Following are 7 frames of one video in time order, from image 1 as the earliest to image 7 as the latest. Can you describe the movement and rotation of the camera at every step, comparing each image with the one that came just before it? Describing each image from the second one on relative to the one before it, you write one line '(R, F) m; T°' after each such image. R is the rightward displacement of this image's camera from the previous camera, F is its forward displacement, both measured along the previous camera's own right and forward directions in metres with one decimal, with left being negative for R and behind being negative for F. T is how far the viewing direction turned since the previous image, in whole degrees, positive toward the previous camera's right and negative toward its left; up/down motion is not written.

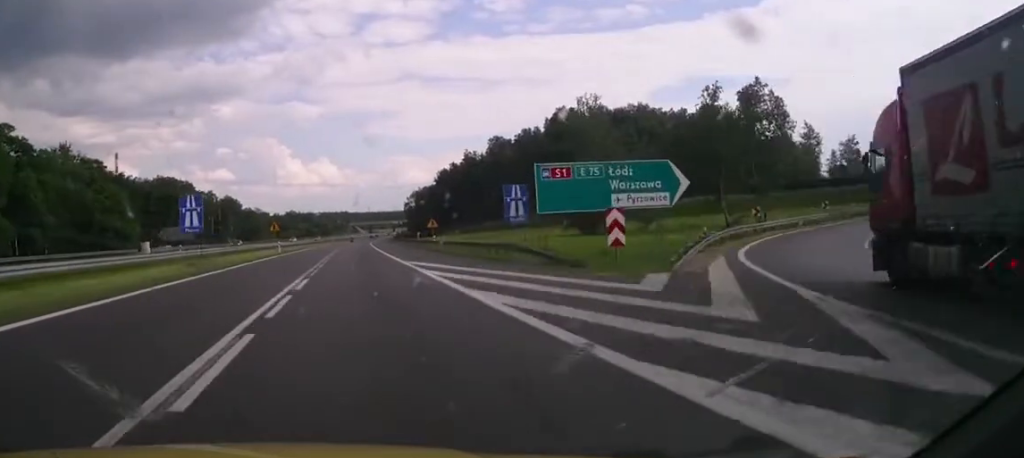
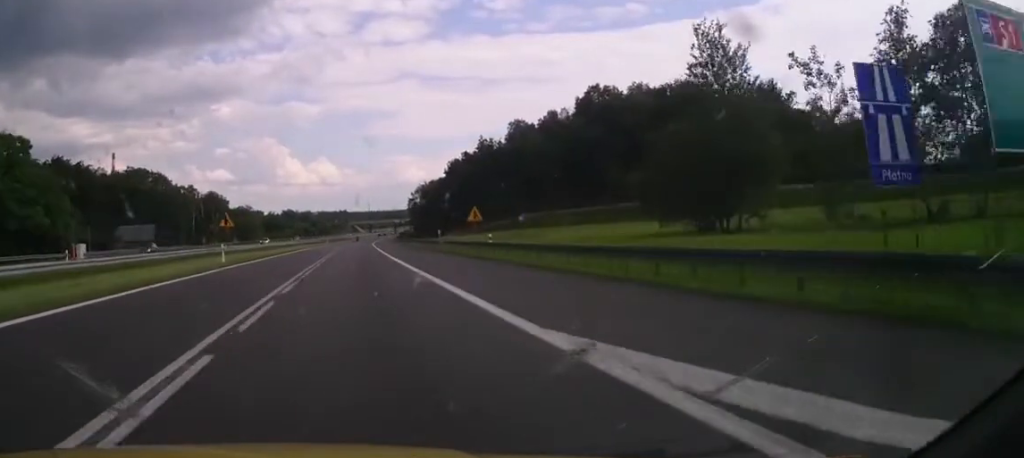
(+0.3, +25.4) m; +2°
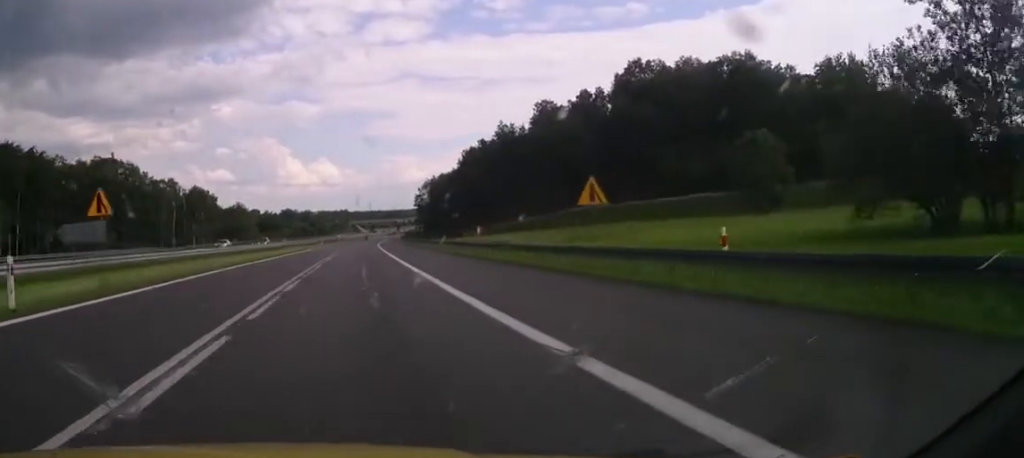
(+0.4, +22.5) m; 0°
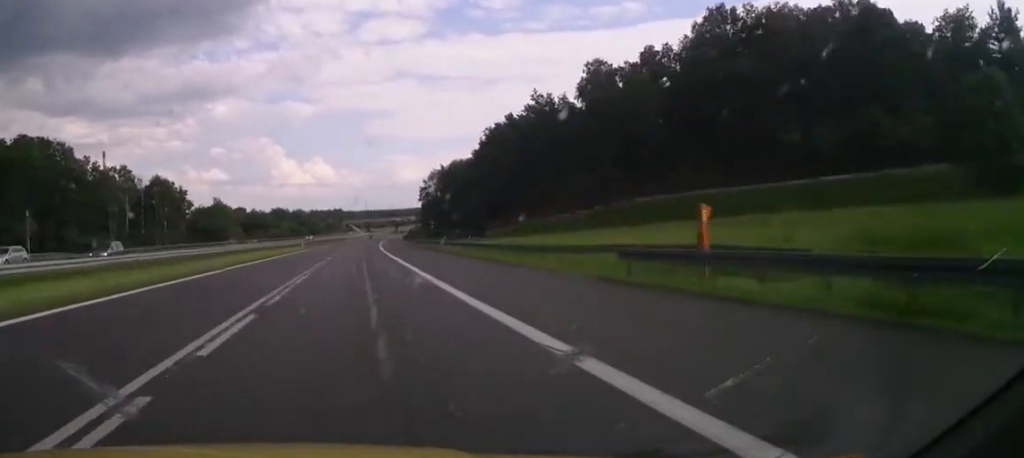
(-0.5, +33.4) m; 0°
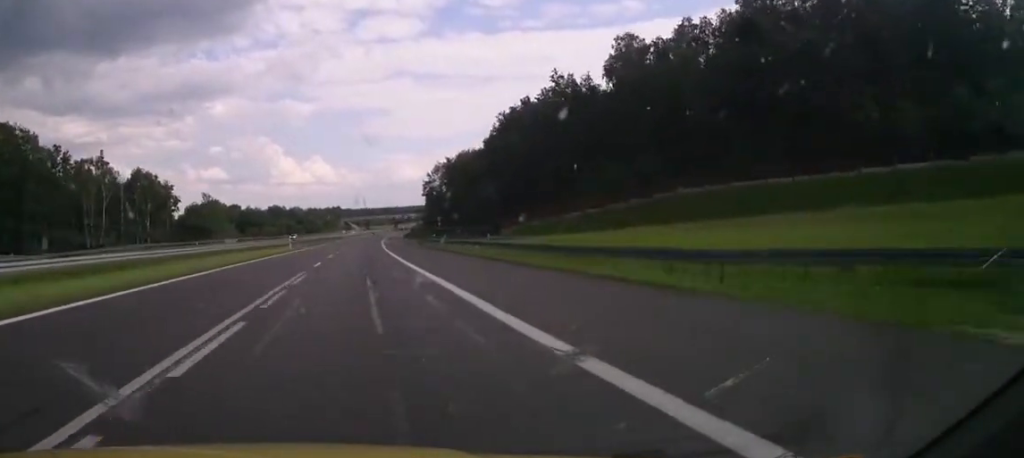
(+0.3, +13.1) m; 0°
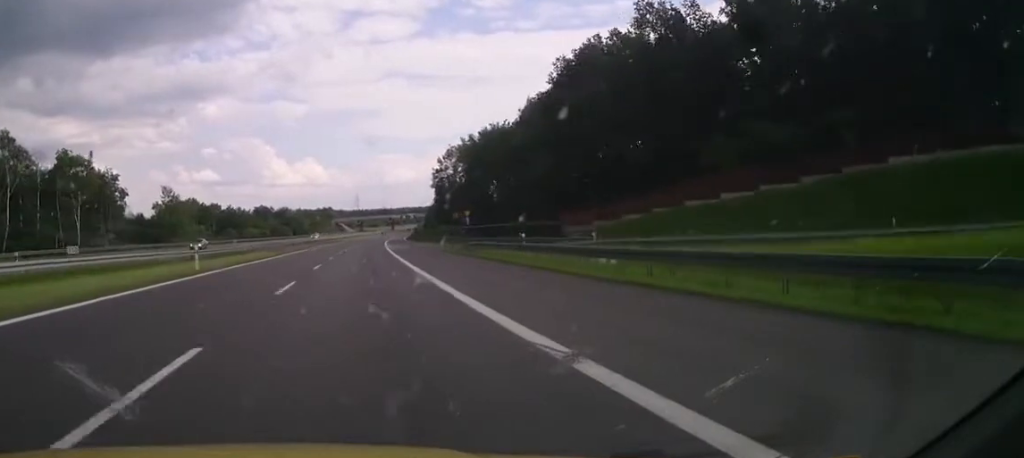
(-0.3, +36.3) m; 0°
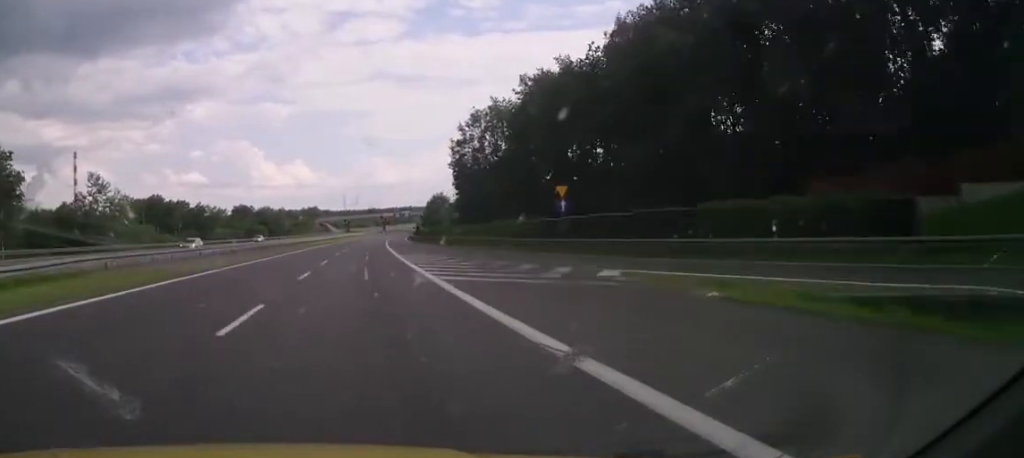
(+0.8, +41.5) m; +2°
